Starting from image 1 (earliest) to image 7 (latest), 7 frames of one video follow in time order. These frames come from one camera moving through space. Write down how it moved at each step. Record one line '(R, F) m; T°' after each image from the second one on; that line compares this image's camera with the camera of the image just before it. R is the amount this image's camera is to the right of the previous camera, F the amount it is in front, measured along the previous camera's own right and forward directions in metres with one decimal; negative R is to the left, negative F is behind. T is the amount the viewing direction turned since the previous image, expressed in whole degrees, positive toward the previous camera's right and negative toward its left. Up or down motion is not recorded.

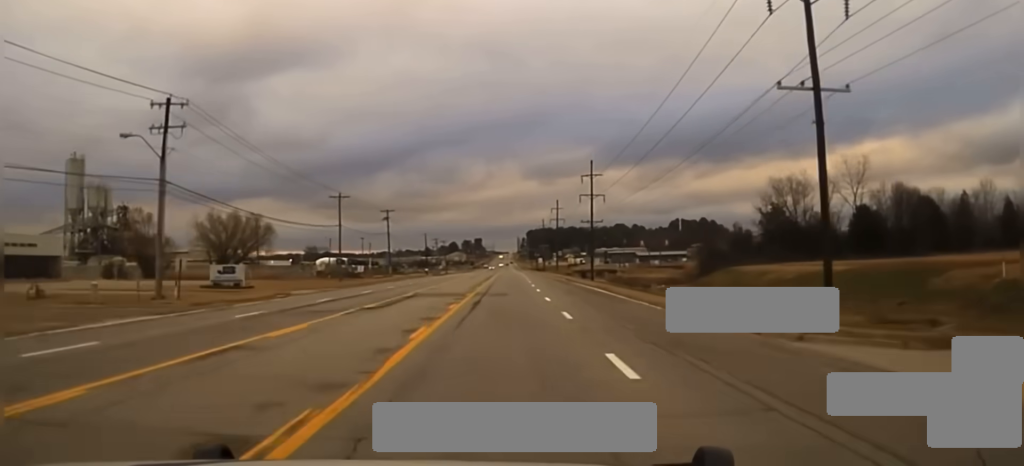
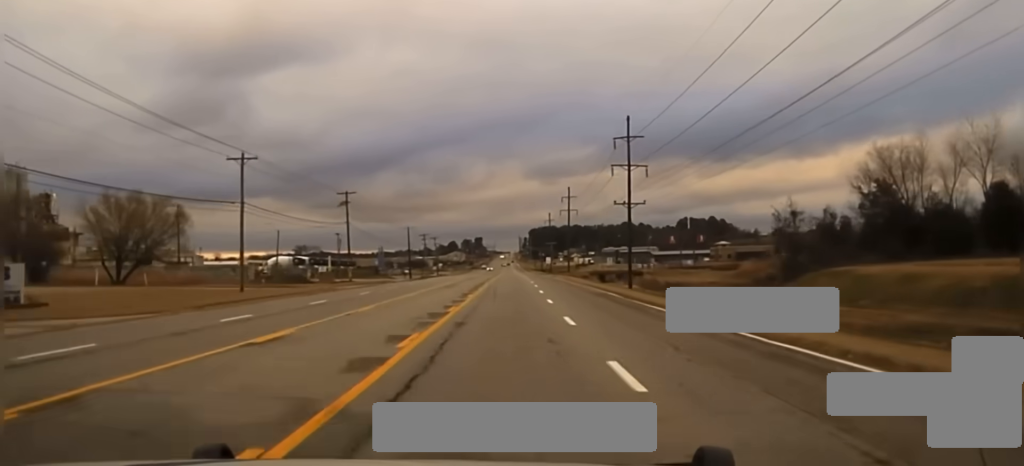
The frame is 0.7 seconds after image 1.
(0.0, +32.8) m; 0°
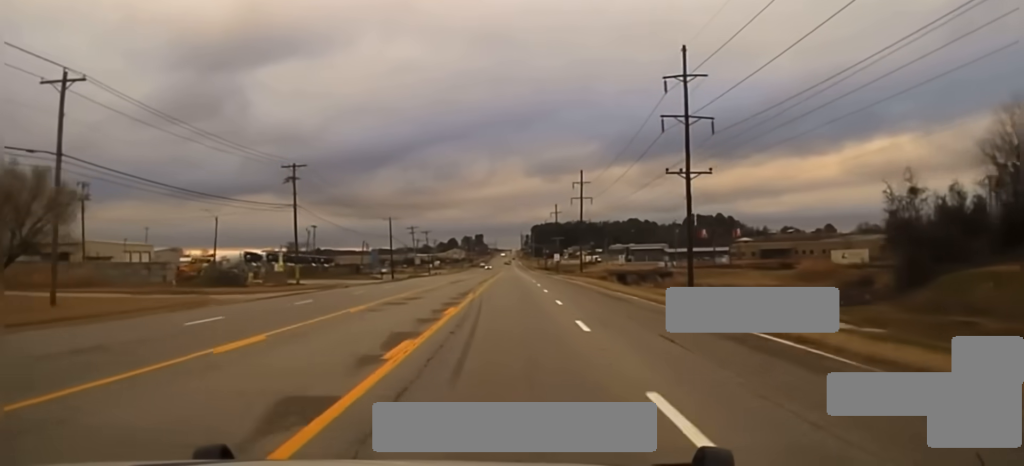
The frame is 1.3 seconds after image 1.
(0.0, +25.9) m; 0°
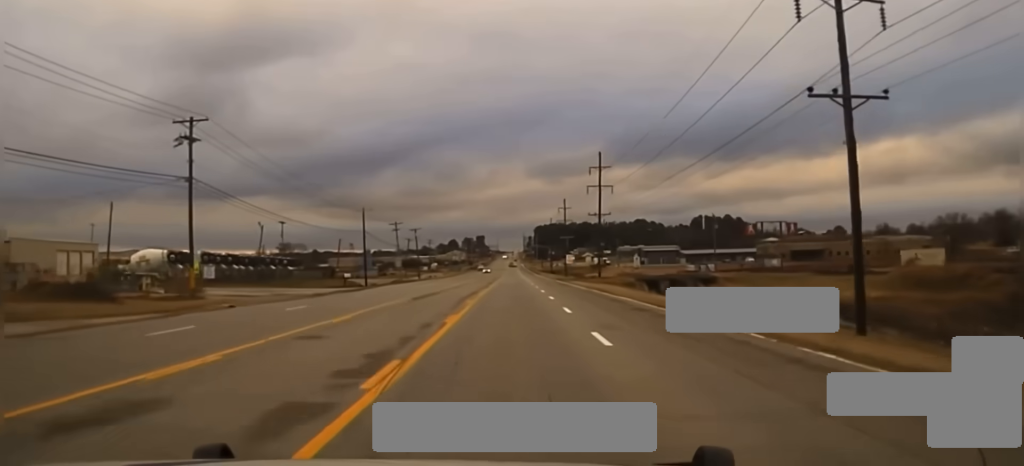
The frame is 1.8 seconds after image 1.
(0.0, +26.9) m; 0°
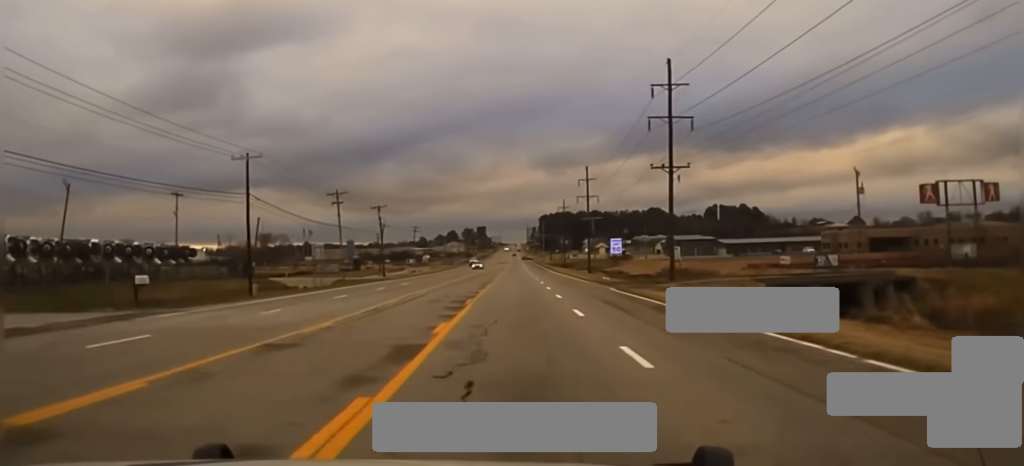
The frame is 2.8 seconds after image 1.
(0.0, +52.8) m; 0°
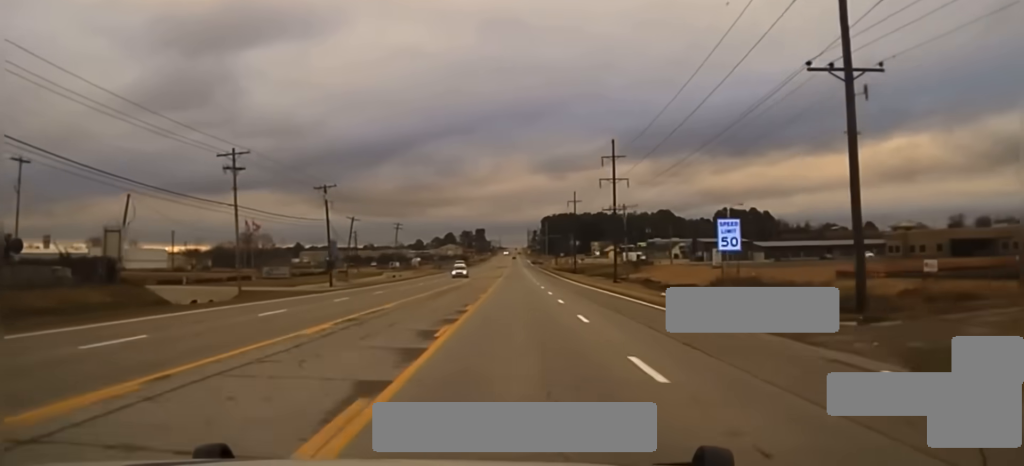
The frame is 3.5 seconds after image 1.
(0.0, +38.5) m; 0°
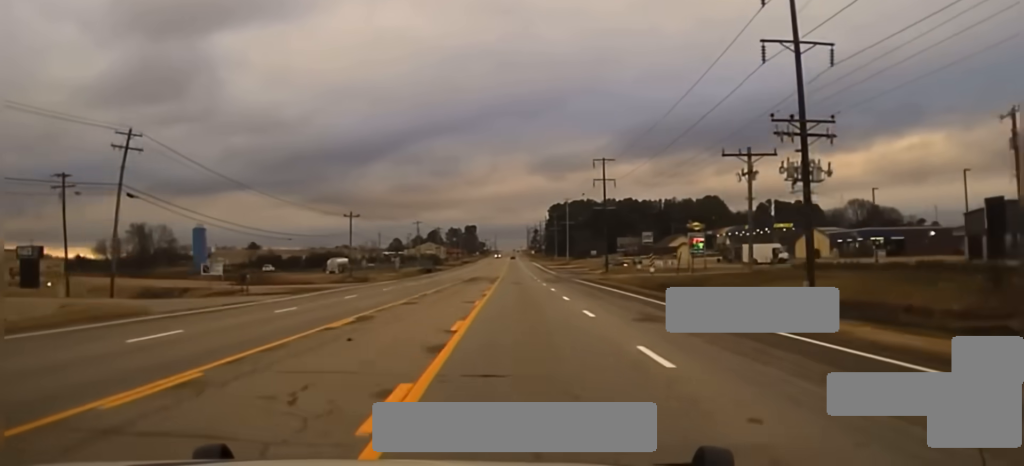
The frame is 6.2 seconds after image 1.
(+0.1, +160.1) m; 0°
